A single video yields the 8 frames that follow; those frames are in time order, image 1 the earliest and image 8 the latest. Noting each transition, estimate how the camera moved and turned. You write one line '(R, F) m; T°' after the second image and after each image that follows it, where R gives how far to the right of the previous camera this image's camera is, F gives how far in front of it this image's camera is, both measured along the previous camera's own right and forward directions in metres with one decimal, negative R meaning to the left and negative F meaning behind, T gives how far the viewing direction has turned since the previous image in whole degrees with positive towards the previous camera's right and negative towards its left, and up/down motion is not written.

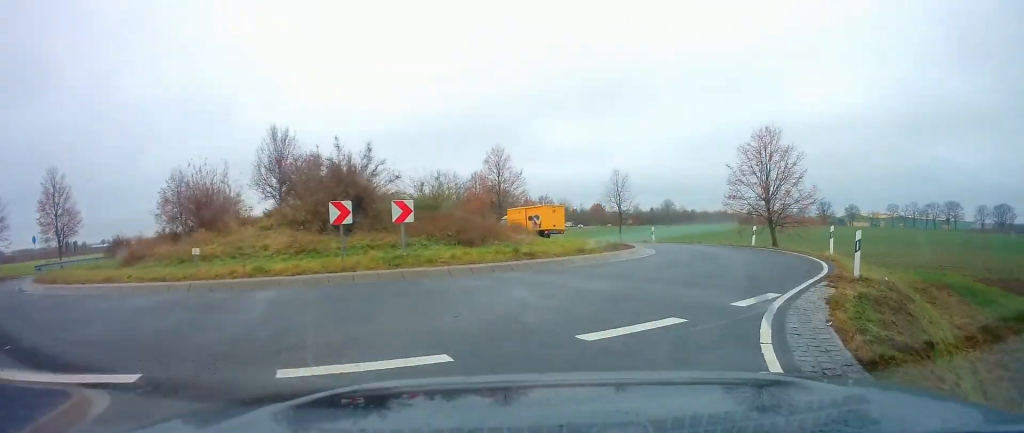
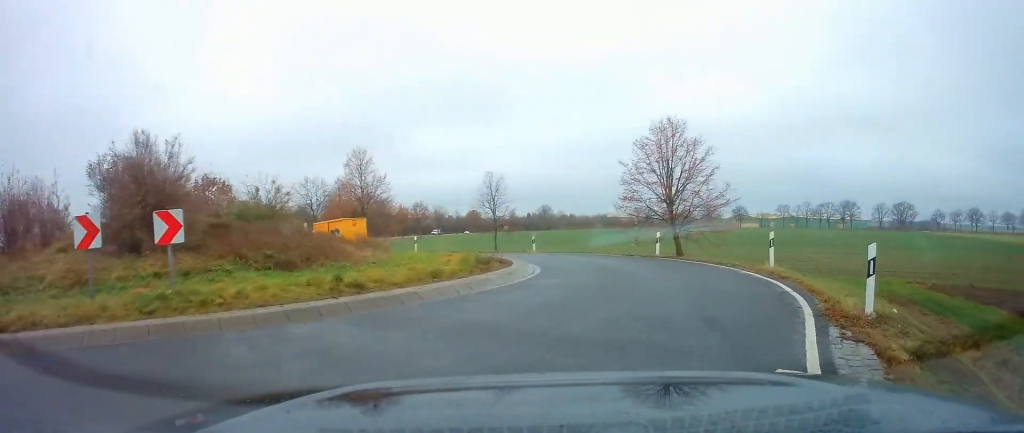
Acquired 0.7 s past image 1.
(+0.3, +4.6) m; +9°
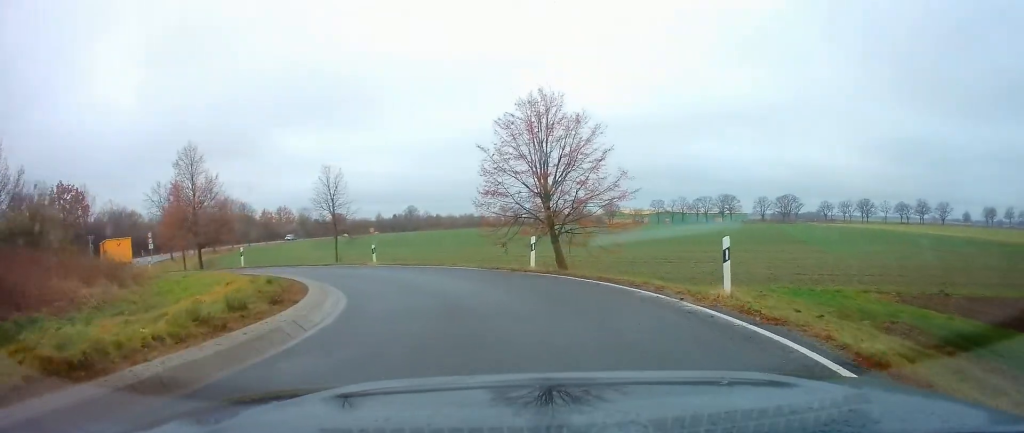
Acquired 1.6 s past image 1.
(+0.9, +6.4) m; +10°
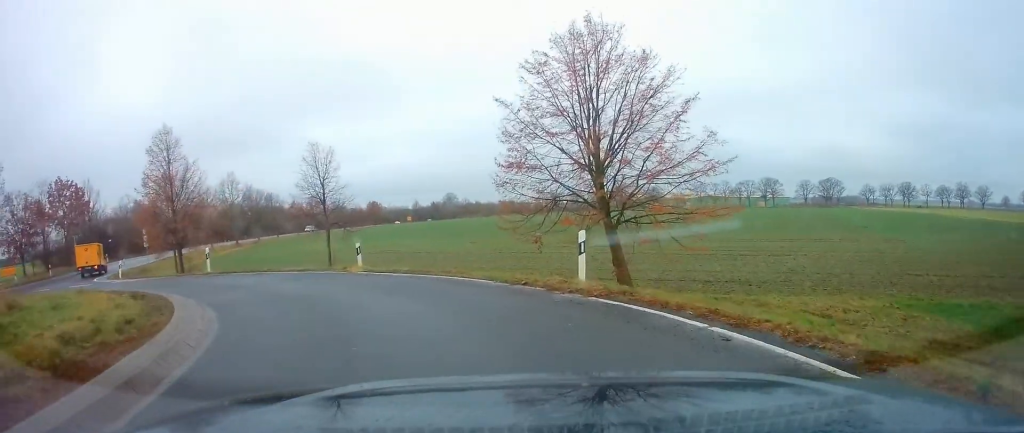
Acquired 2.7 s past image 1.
(+0.2, +6.9) m; -8°
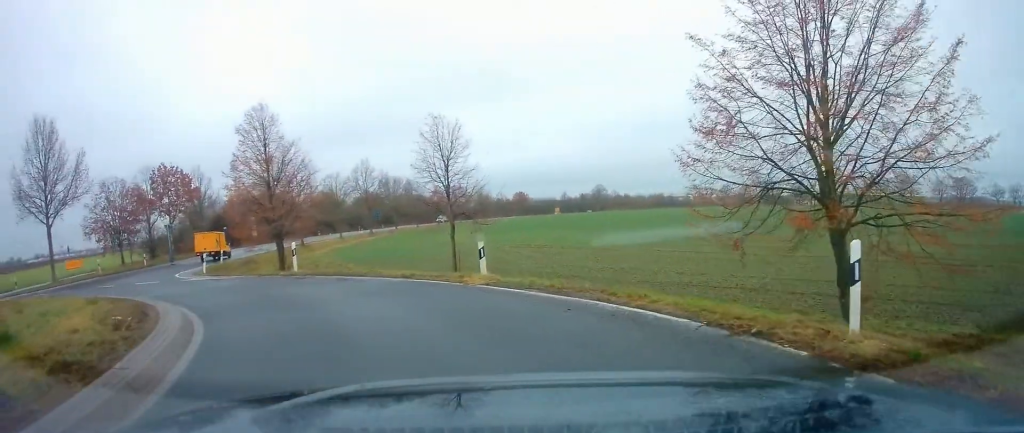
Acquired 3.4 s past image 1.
(-0.5, +5.2) m; -15°
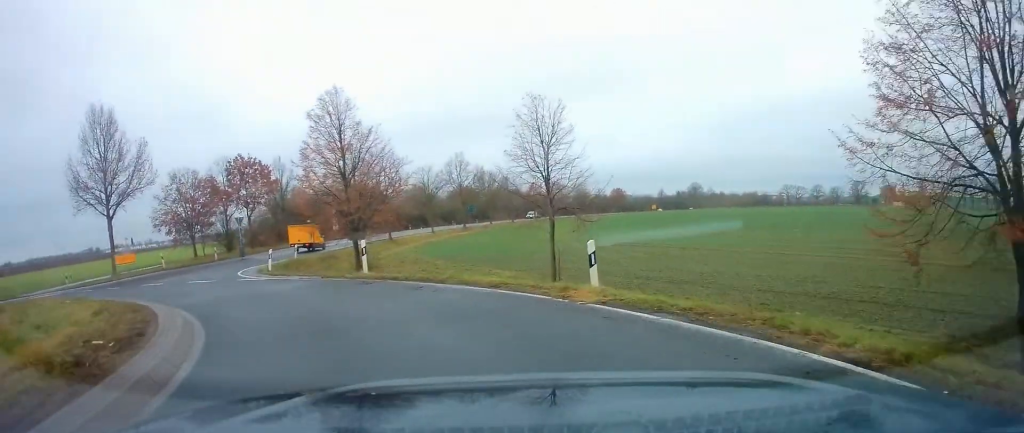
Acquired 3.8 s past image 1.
(-0.5, +2.8) m; -10°
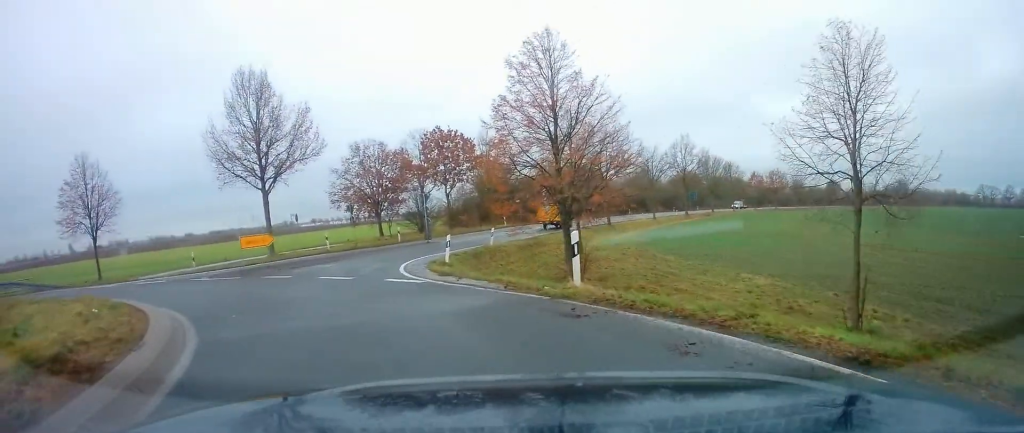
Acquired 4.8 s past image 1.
(-1.2, +6.4) m; -22°
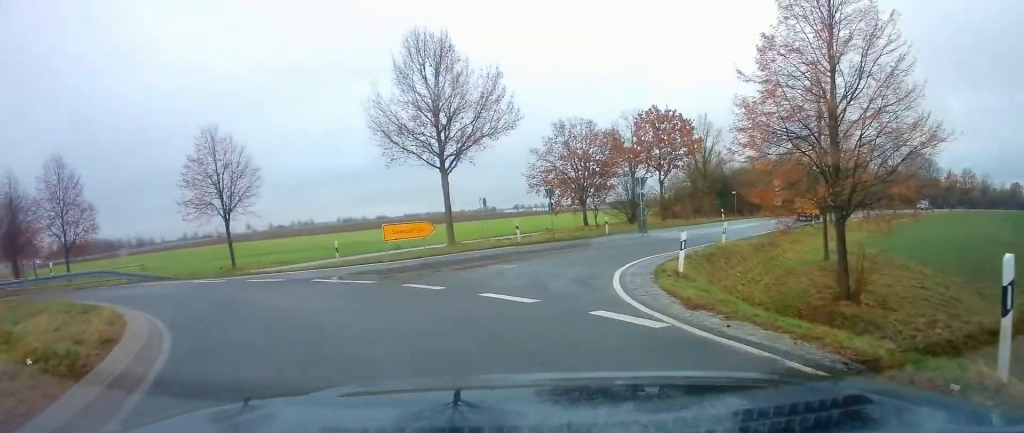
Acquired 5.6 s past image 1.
(-1.0, +6.4) m; -20°
